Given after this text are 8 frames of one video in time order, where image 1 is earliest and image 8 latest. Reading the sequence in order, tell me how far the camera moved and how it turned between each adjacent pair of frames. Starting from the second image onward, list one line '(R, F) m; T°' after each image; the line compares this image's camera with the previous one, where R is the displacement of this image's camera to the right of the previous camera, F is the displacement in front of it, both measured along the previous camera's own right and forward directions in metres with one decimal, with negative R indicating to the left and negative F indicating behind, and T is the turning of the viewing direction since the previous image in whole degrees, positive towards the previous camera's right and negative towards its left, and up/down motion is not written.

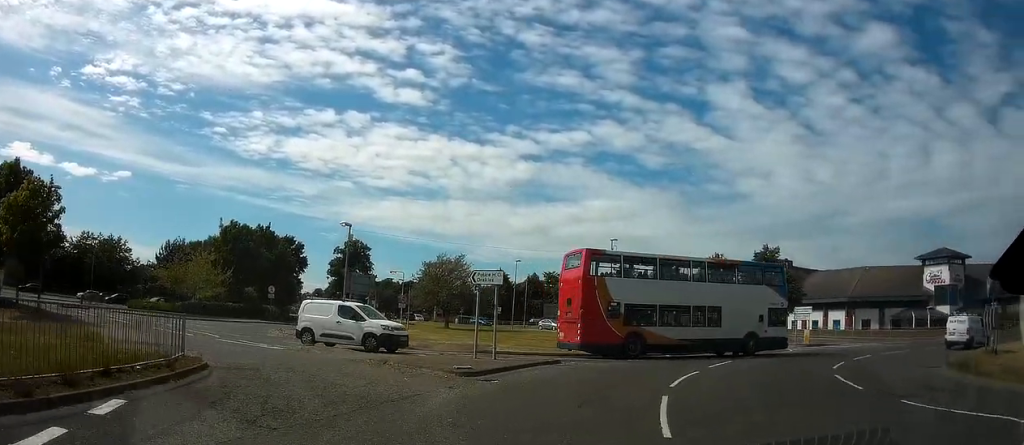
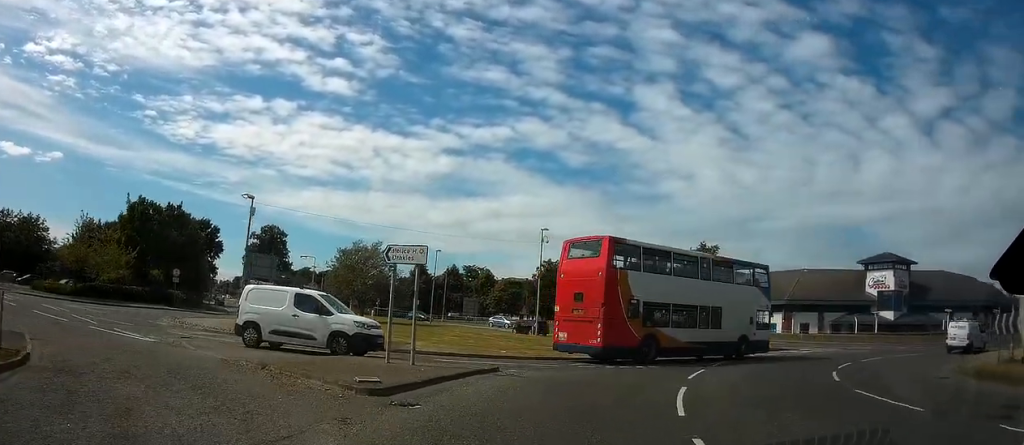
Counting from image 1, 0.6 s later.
(+0.3, +4.3) m; +8°
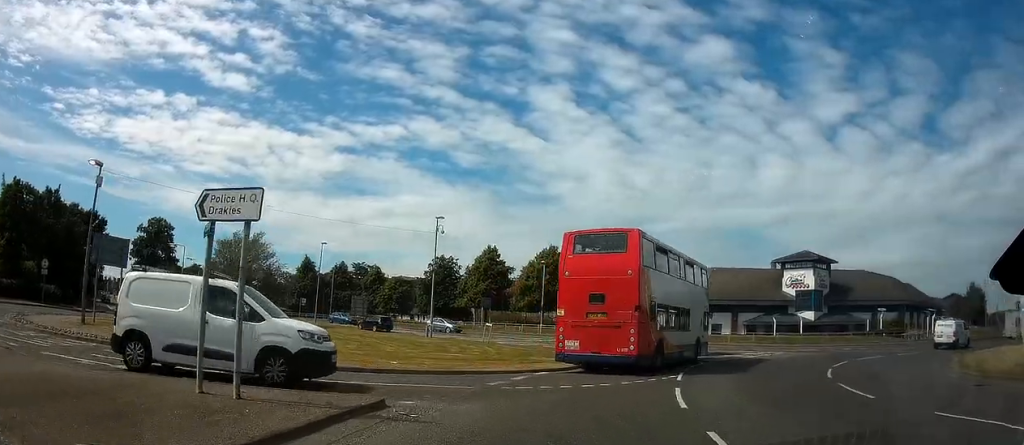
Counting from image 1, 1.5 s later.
(+0.4, +5.7) m; +9°
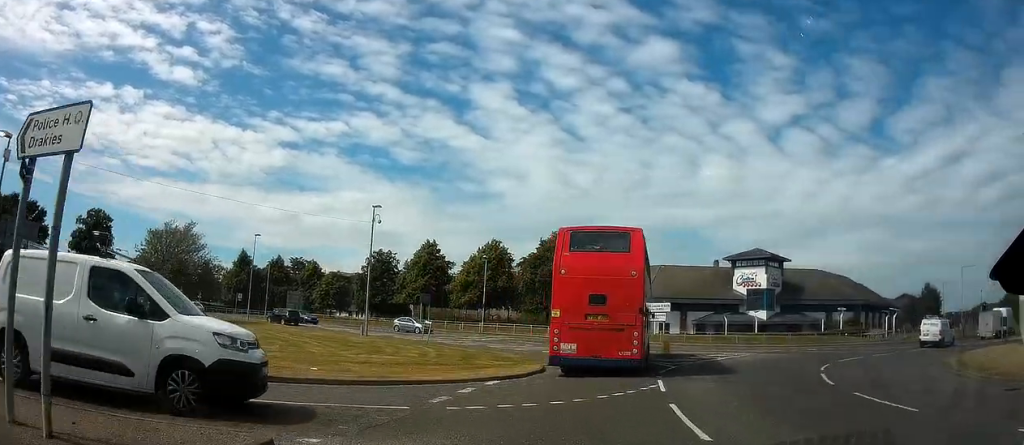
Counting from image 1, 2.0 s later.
(+0.3, +3.0) m; +6°
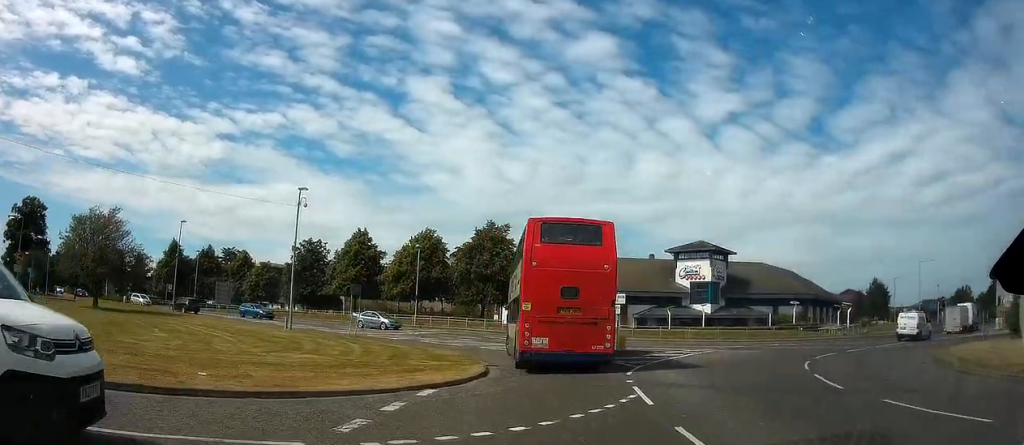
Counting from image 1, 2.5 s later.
(0.0, +3.1) m; +7°
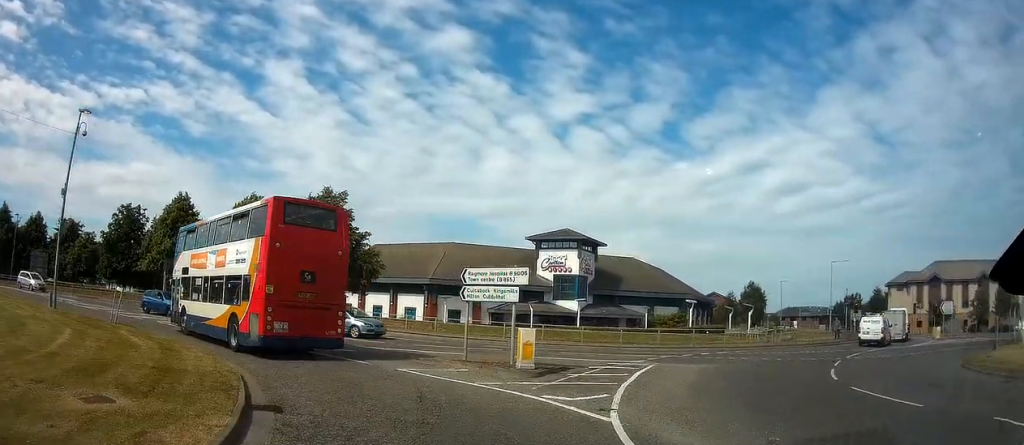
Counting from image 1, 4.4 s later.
(+2.4, +9.7) m; +17°
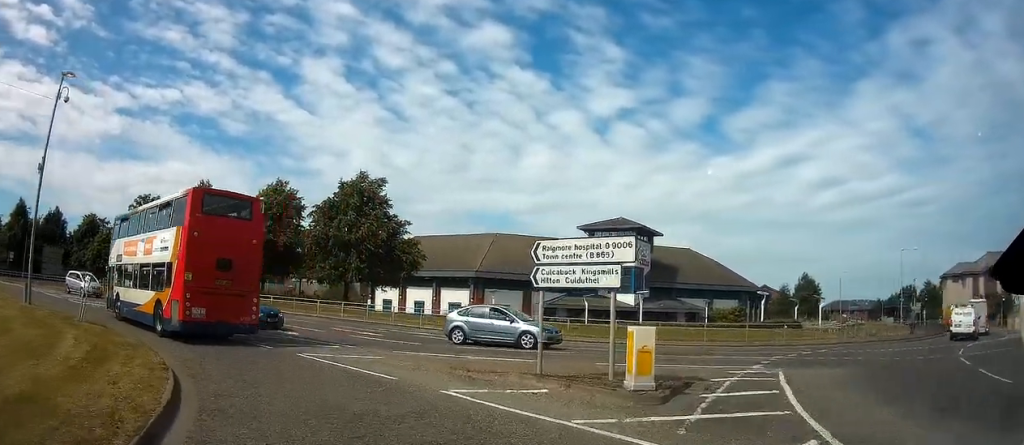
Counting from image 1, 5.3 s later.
(-0.3, +4.5) m; -7°
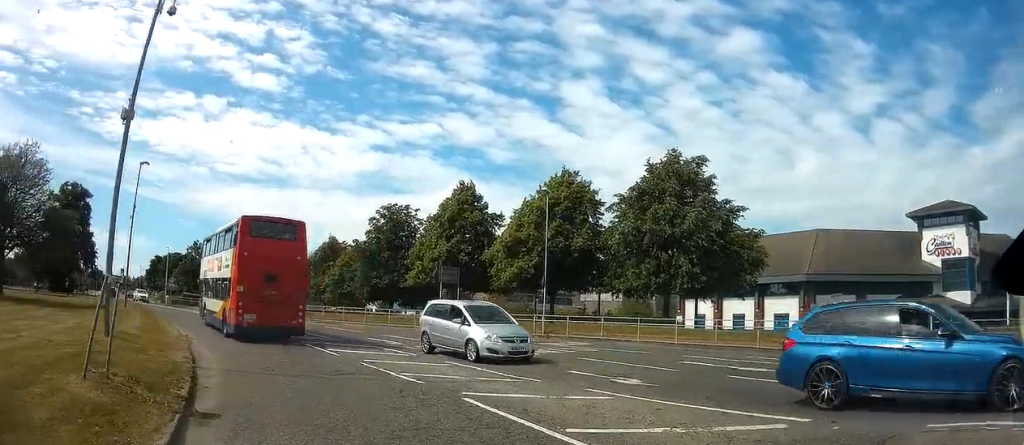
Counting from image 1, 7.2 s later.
(-1.3, +10.4) m; -15°
